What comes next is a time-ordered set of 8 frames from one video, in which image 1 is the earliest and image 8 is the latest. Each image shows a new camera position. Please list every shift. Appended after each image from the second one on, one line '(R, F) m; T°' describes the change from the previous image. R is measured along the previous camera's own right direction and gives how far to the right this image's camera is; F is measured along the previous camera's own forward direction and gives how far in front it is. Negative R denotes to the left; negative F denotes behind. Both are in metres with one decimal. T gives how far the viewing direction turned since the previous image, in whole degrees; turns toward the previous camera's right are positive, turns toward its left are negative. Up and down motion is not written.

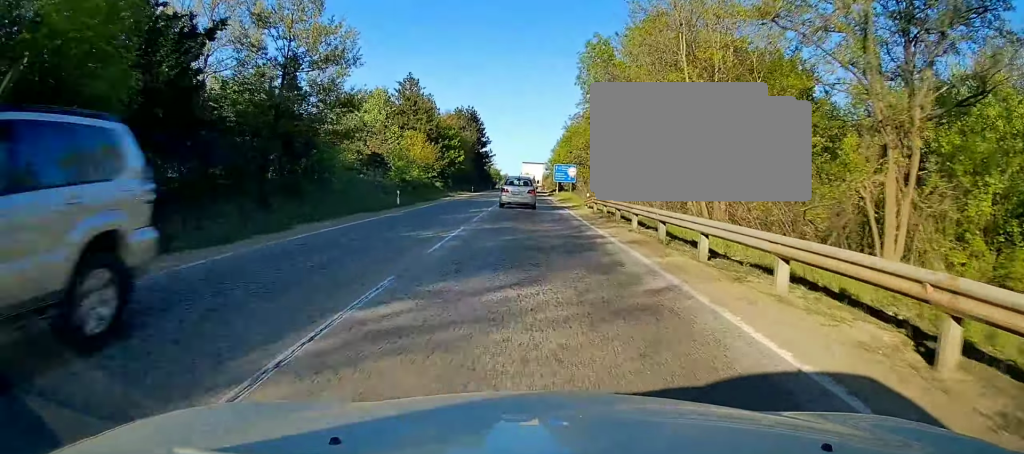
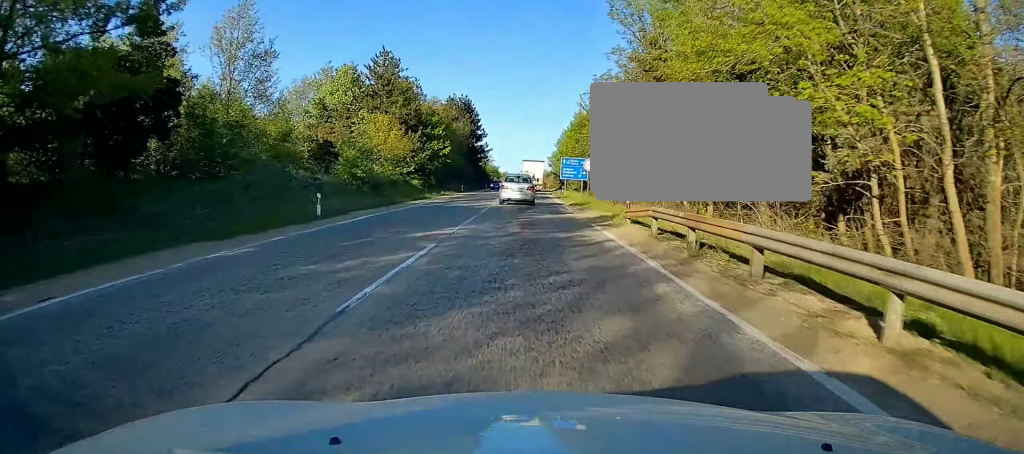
(-0.1, +14.5) m; 0°
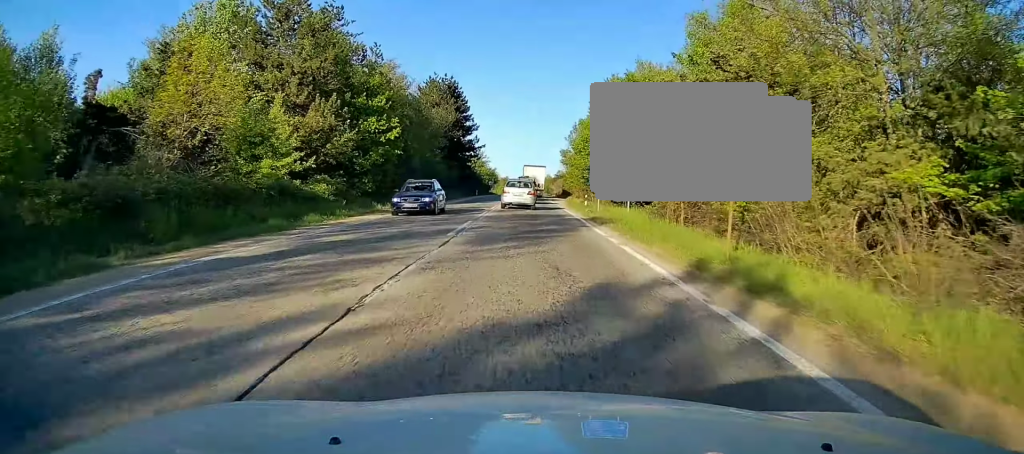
(+0.4, +27.1) m; +1°
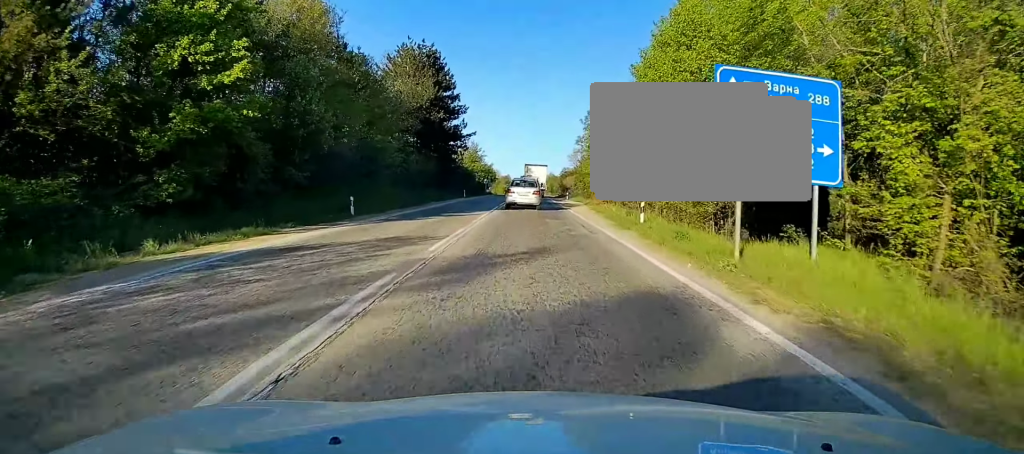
(0.0, +21.3) m; 0°
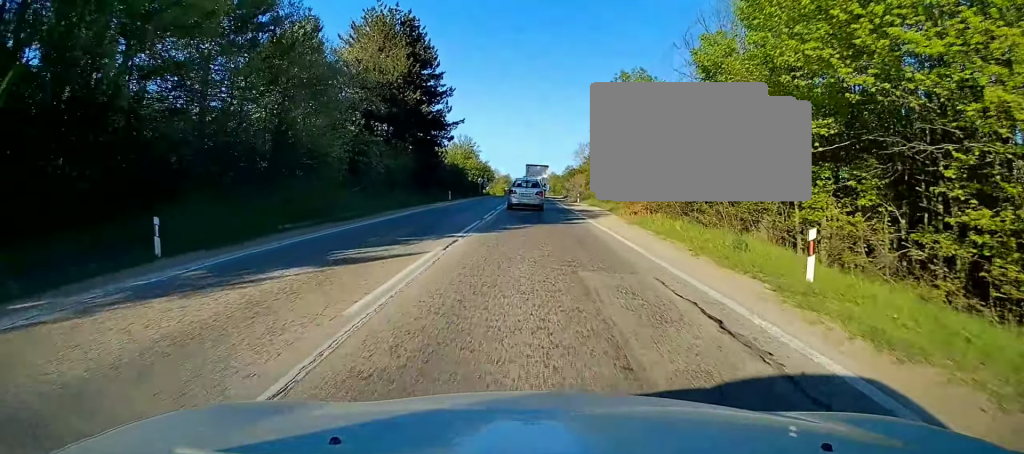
(0.0, +14.5) m; 0°
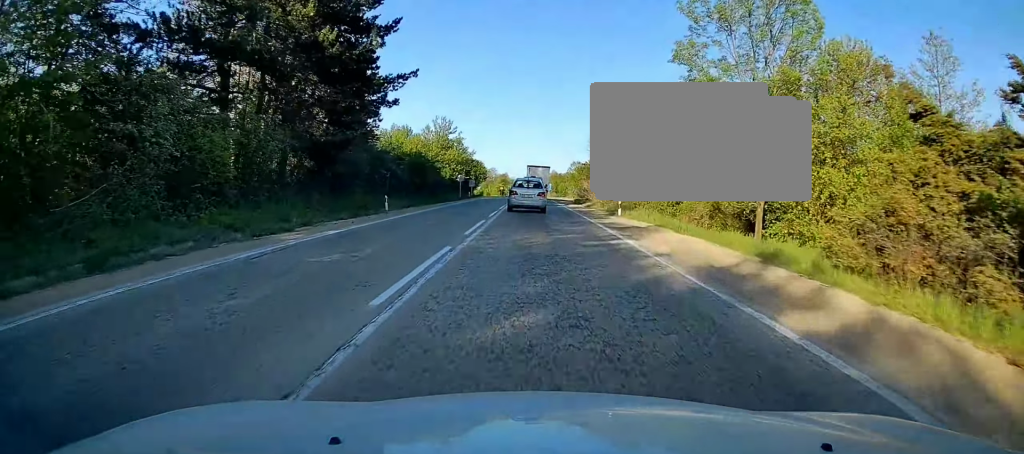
(-0.1, +26.1) m; -1°
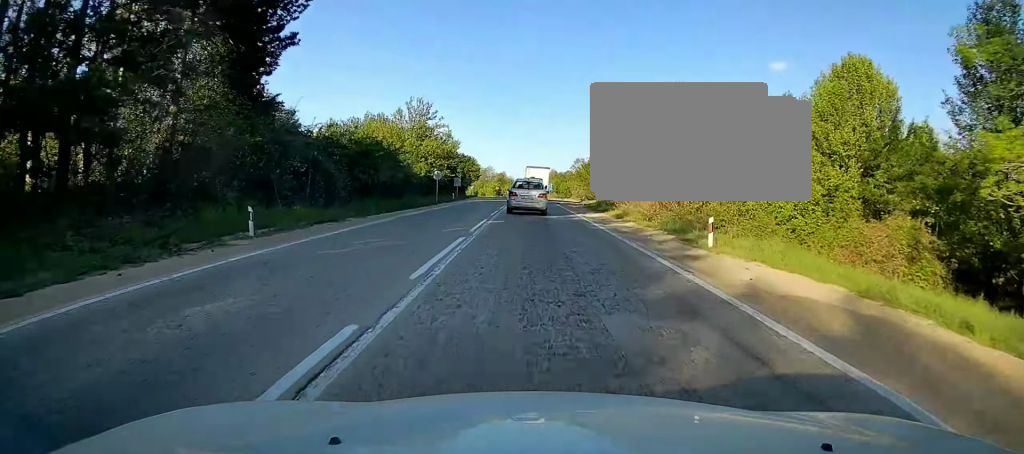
(-0.2, +16.1) m; 0°
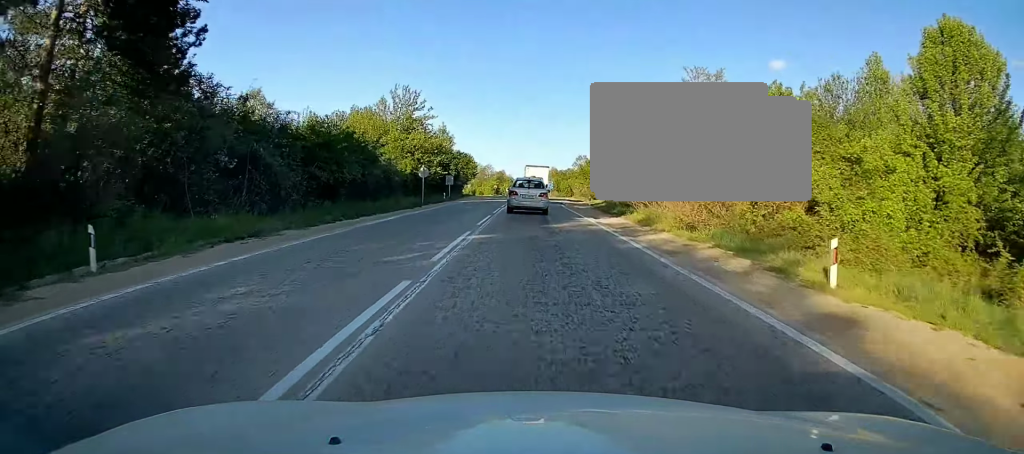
(-0.3, +6.7) m; +1°
